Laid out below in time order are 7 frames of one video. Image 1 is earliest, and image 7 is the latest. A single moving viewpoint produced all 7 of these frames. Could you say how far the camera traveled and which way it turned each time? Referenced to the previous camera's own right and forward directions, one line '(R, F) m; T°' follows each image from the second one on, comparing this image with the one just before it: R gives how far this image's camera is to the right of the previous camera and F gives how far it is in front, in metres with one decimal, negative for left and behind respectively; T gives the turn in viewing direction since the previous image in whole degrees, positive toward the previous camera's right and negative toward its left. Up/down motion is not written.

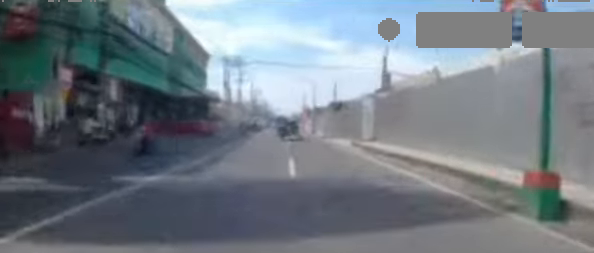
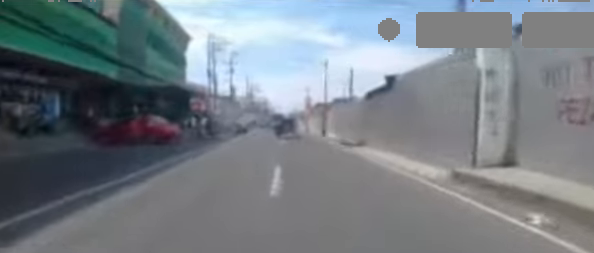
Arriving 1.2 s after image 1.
(+0.4, +11.3) m; 0°
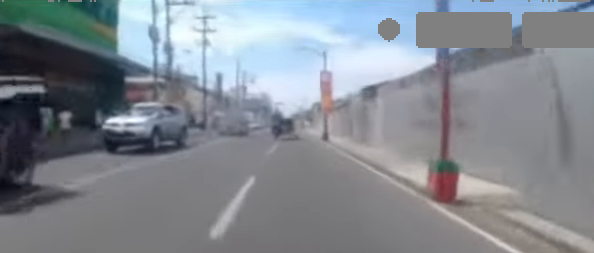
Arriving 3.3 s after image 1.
(+0.3, +19.9) m; +4°
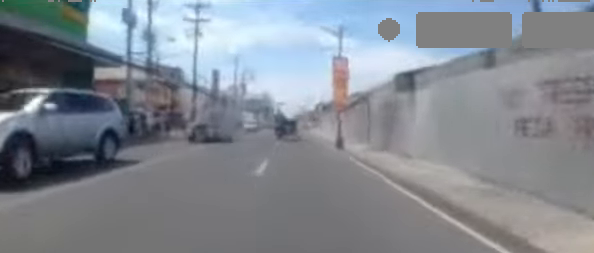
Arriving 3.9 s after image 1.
(0.0, +5.5) m; -3°
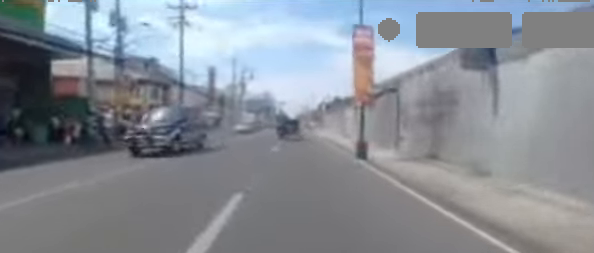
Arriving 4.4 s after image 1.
(-0.1, +5.0) m; -2°
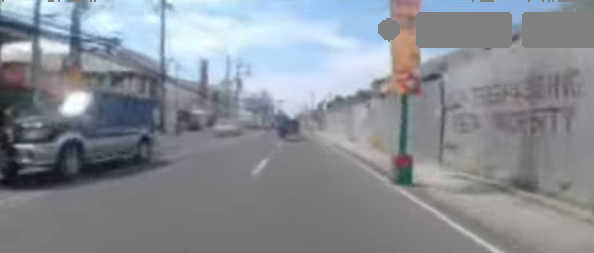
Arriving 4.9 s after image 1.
(-0.3, +4.2) m; -2°
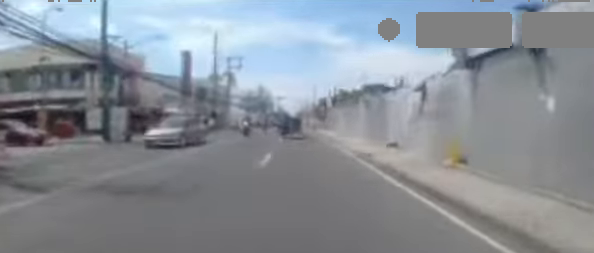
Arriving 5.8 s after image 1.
(-0.1, +8.6) m; +2°
